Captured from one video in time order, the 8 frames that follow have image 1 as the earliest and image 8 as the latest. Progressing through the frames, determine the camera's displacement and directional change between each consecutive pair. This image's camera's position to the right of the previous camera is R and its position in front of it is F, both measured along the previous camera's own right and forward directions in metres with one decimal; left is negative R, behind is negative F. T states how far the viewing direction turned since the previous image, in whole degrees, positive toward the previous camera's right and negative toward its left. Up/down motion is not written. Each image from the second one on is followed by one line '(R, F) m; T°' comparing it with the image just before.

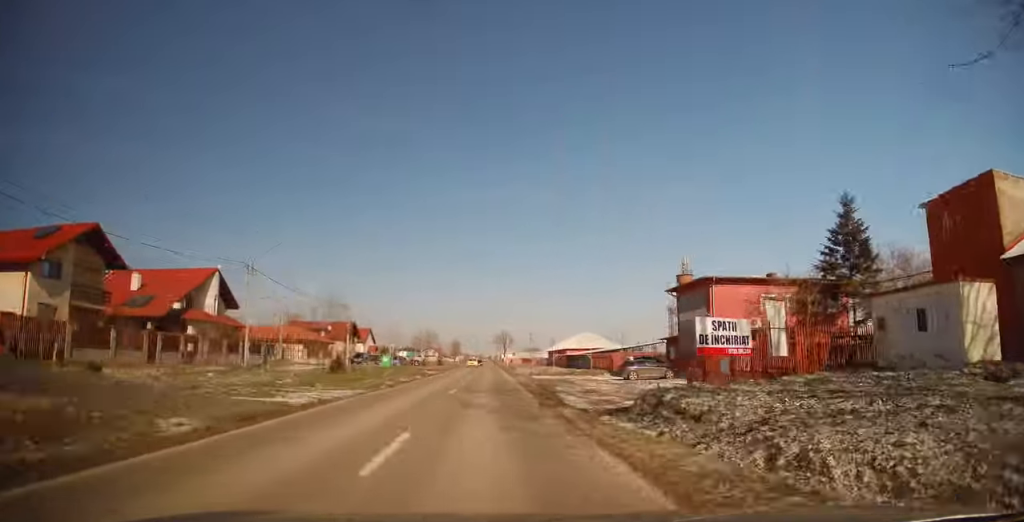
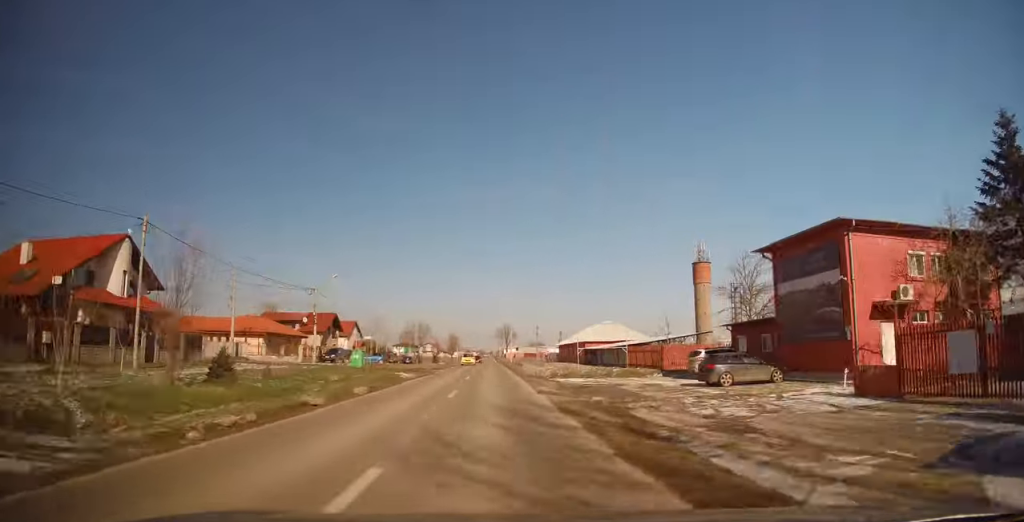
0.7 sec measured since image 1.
(-0.4, +14.8) m; 0°
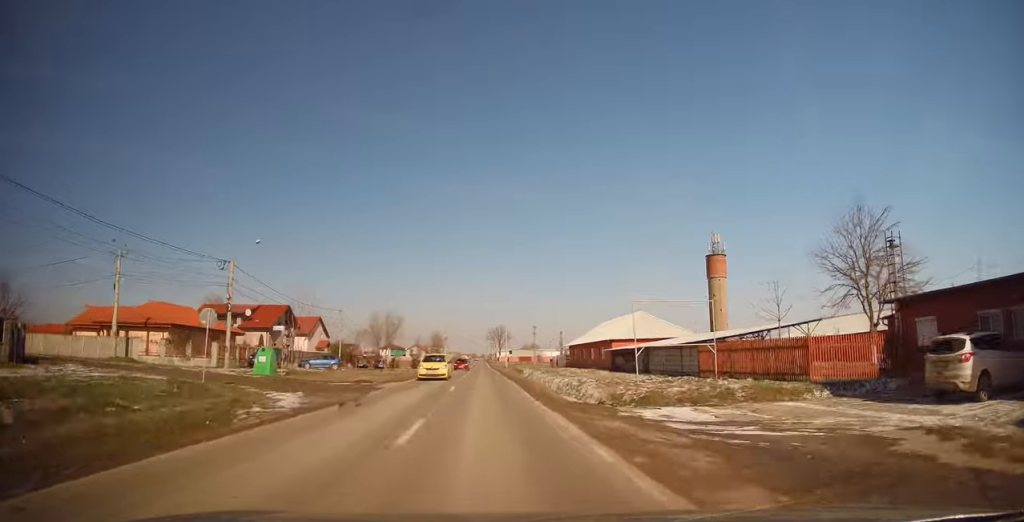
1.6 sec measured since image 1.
(+0.4, +19.1) m; +1°
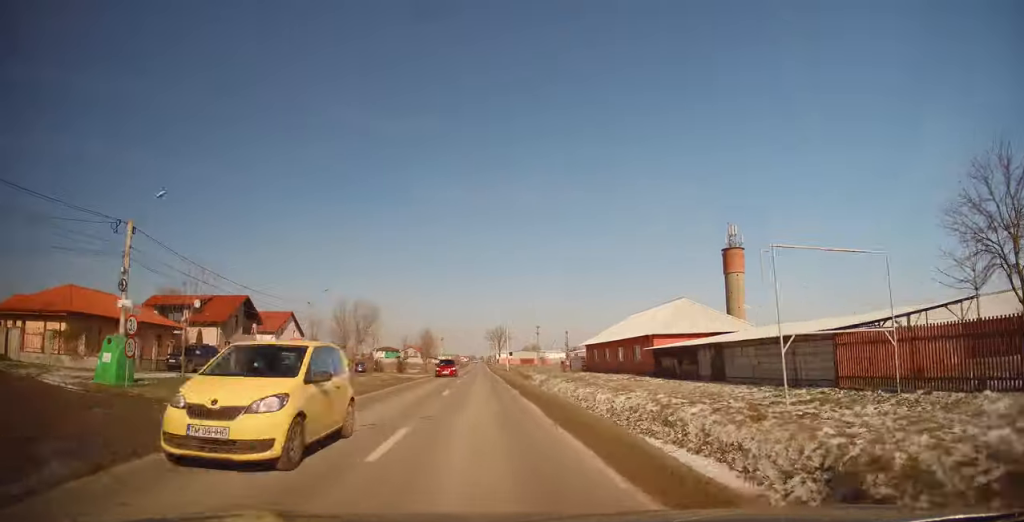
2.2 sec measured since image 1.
(0.0, +13.1) m; 0°
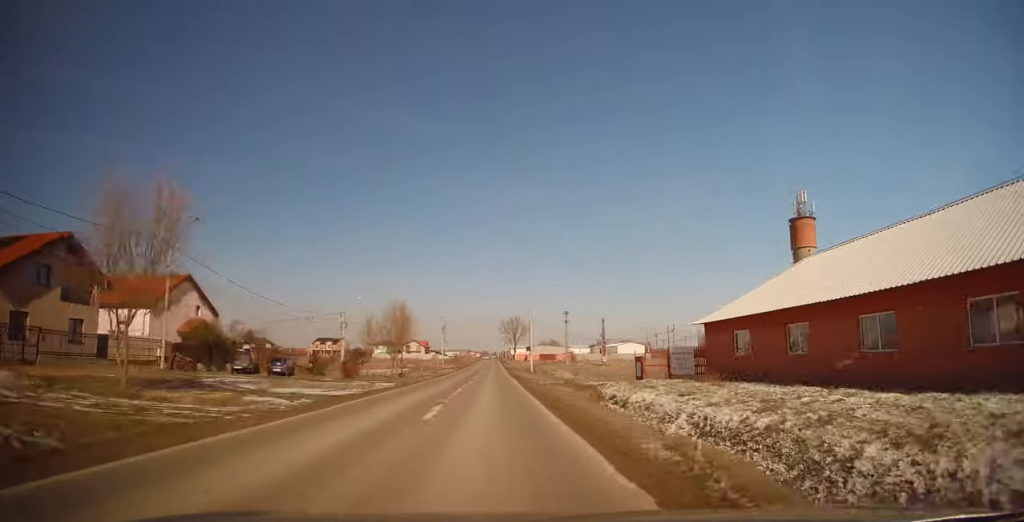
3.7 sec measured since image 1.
(-0.2, +30.8) m; 0°
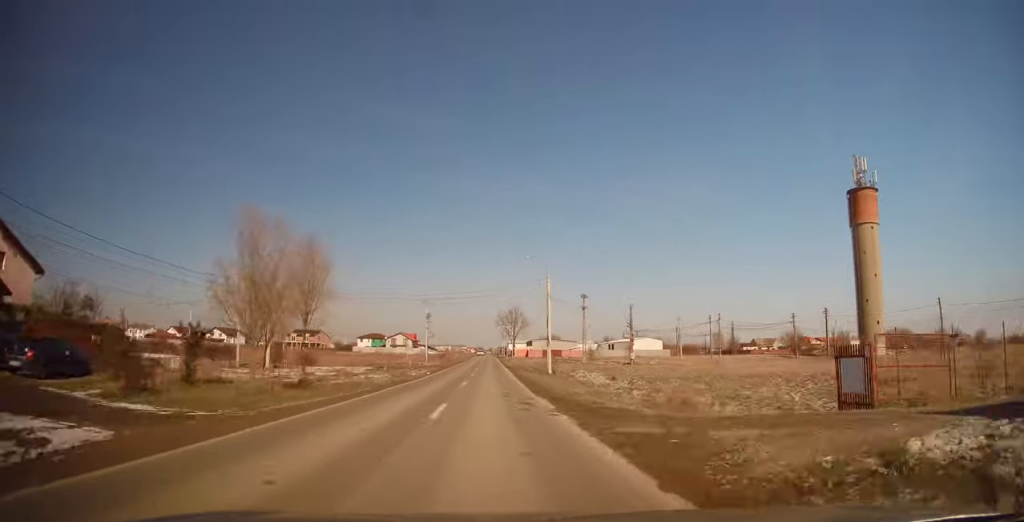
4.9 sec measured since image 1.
(0.0, +23.6) m; 0°
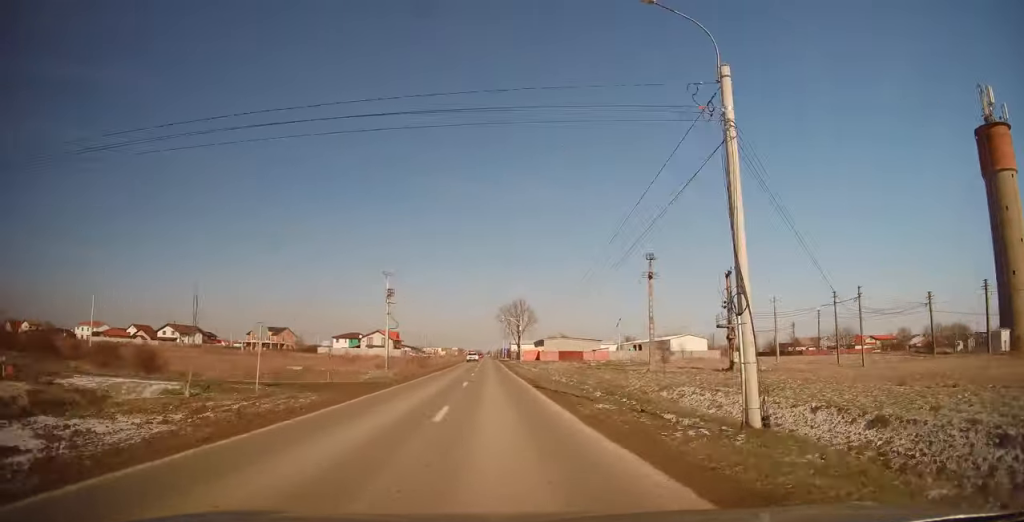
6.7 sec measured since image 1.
(+0.2, +35.4) m; 0°
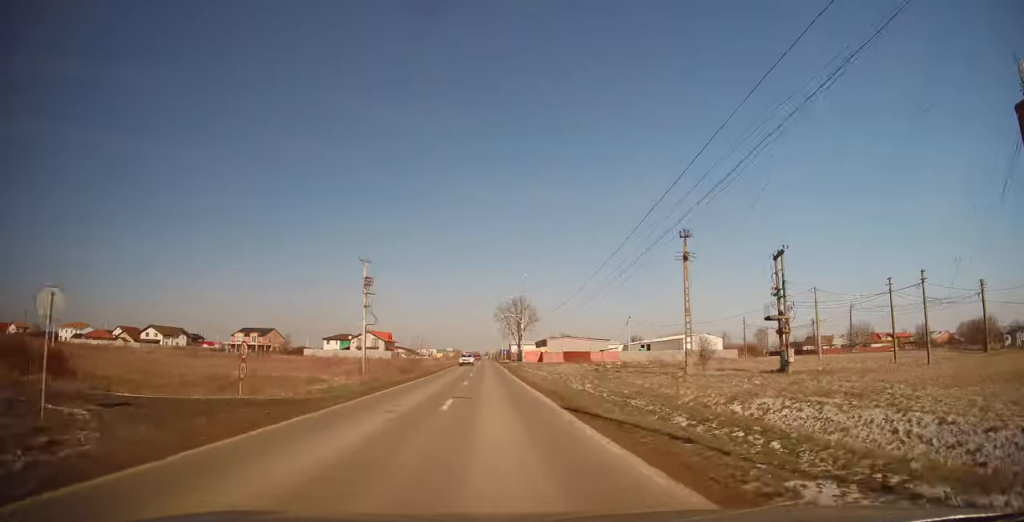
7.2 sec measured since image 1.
(-0.1, +9.7) m; 0°
